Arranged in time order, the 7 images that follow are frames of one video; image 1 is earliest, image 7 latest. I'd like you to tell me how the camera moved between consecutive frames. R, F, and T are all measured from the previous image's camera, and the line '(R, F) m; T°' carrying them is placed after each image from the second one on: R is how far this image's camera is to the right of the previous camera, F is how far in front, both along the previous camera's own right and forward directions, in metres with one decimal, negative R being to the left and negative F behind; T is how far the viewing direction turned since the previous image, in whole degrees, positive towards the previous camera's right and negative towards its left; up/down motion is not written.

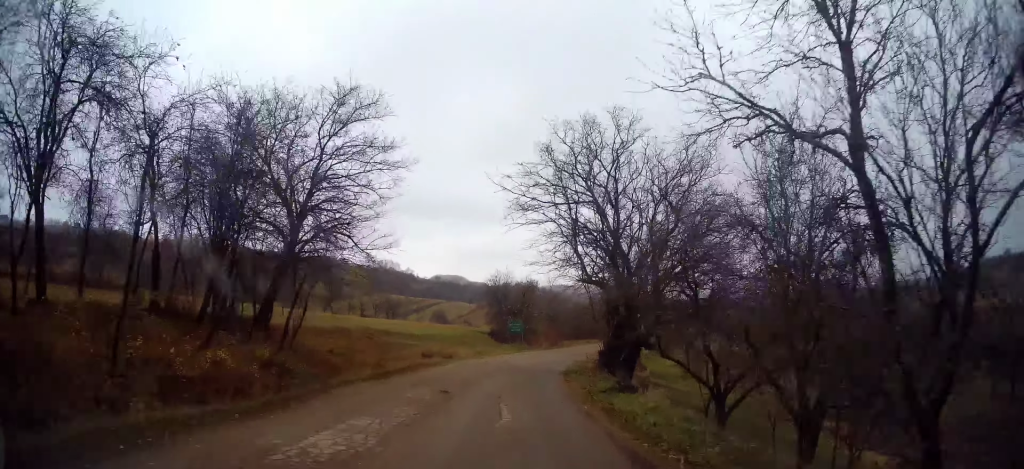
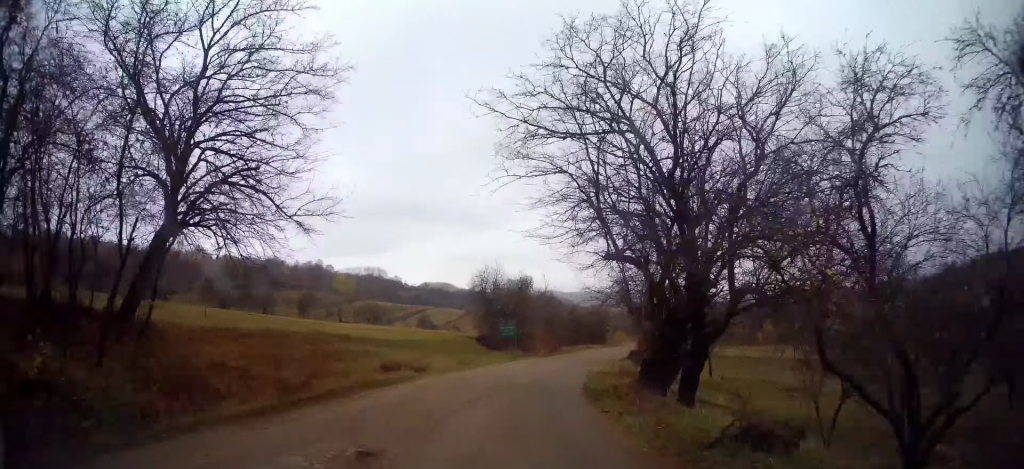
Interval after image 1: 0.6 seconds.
(+0.2, +6.3) m; +1°
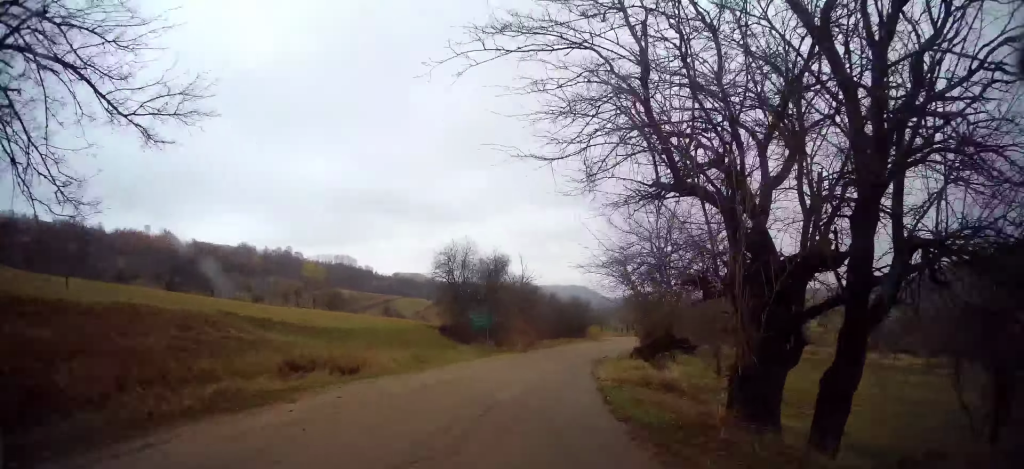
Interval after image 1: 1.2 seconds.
(+0.1, +5.8) m; +1°
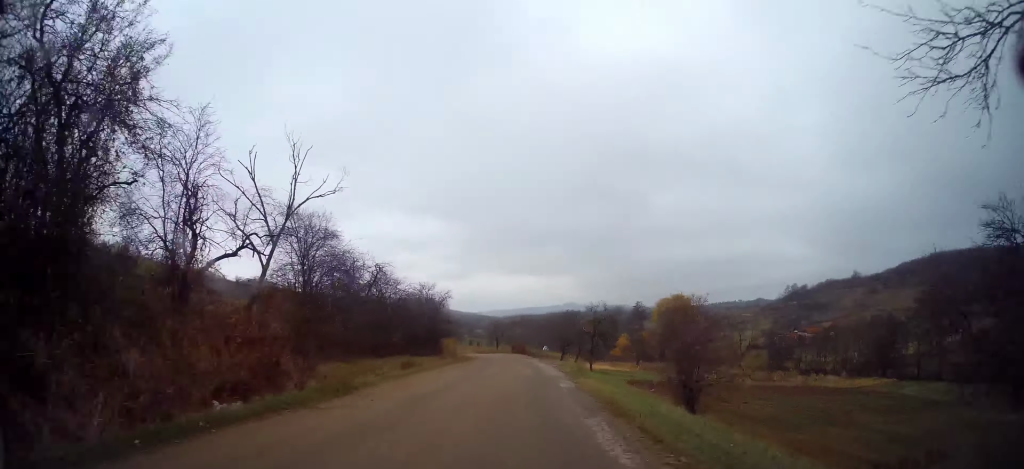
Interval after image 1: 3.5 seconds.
(+2.4, +26.0) m; +14°
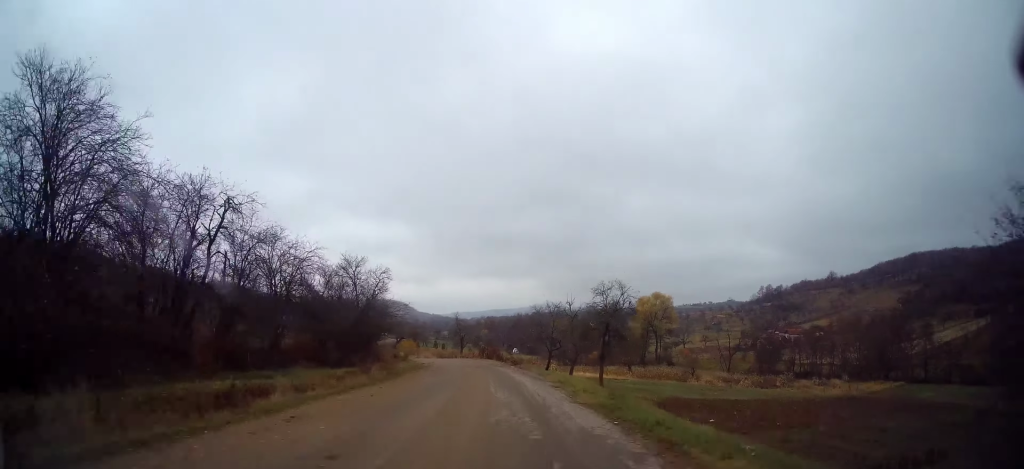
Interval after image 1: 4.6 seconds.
(+0.9, +12.7) m; +5°
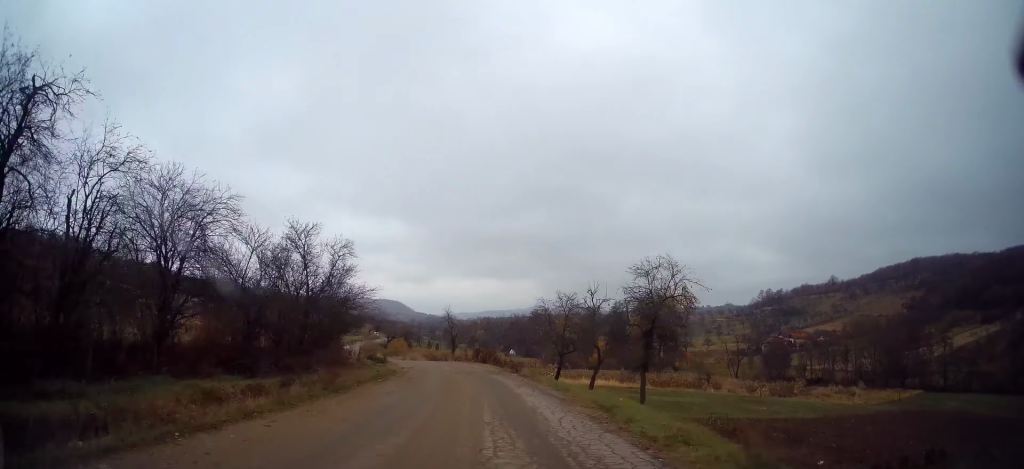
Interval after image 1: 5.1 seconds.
(+0.1, +7.2) m; +1°
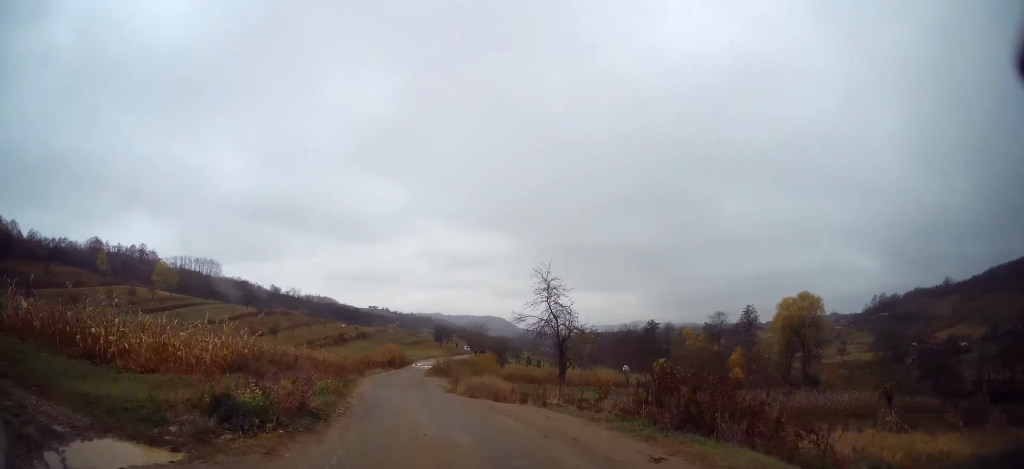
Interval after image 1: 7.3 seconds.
(-1.5, +29.3) m; -9°
